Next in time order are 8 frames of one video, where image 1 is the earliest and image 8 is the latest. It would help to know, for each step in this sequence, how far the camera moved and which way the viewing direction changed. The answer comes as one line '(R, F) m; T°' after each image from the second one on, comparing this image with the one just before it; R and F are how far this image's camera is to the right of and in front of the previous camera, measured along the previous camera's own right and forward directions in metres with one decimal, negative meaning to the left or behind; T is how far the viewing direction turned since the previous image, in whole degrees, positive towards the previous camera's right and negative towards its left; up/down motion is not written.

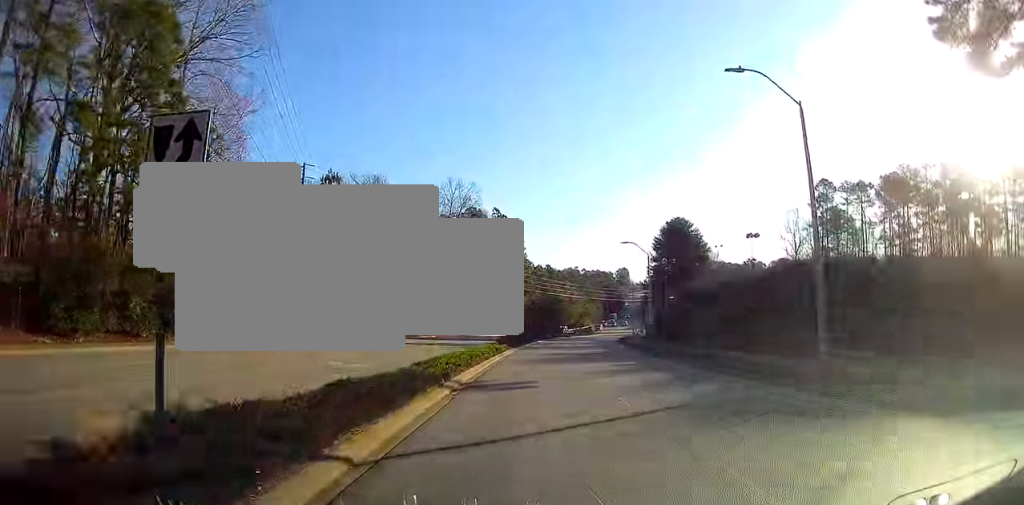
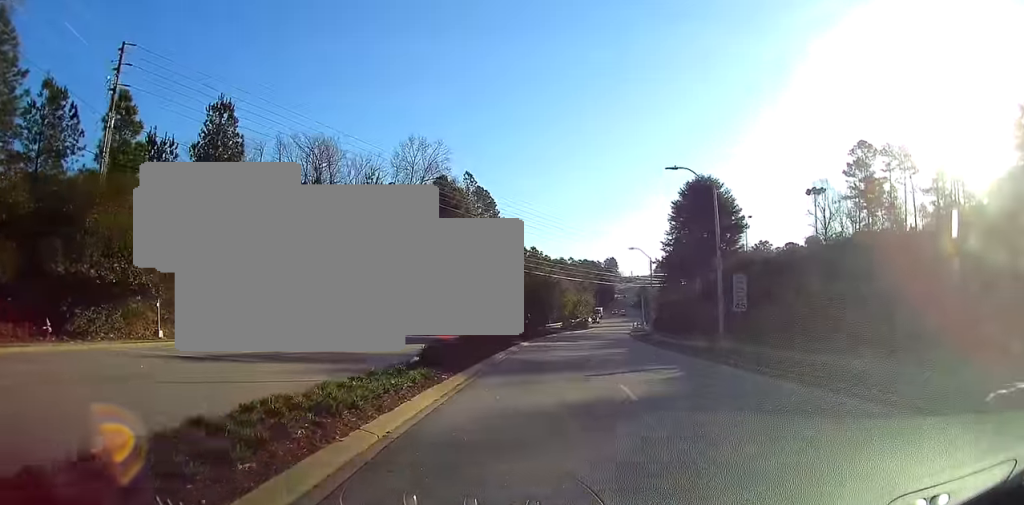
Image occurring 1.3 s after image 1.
(+0.4, +24.5) m; +2°
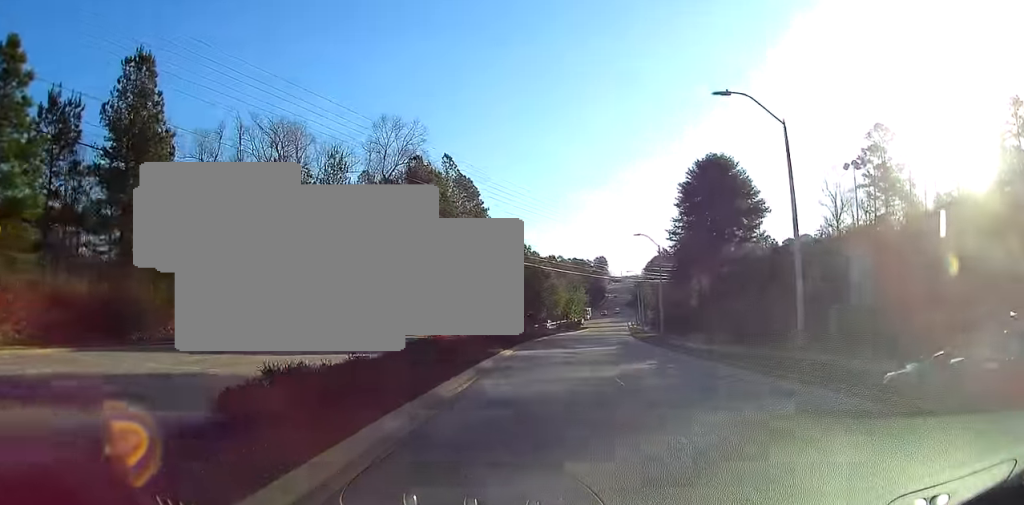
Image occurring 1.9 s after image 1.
(0.0, +10.7) m; 0°
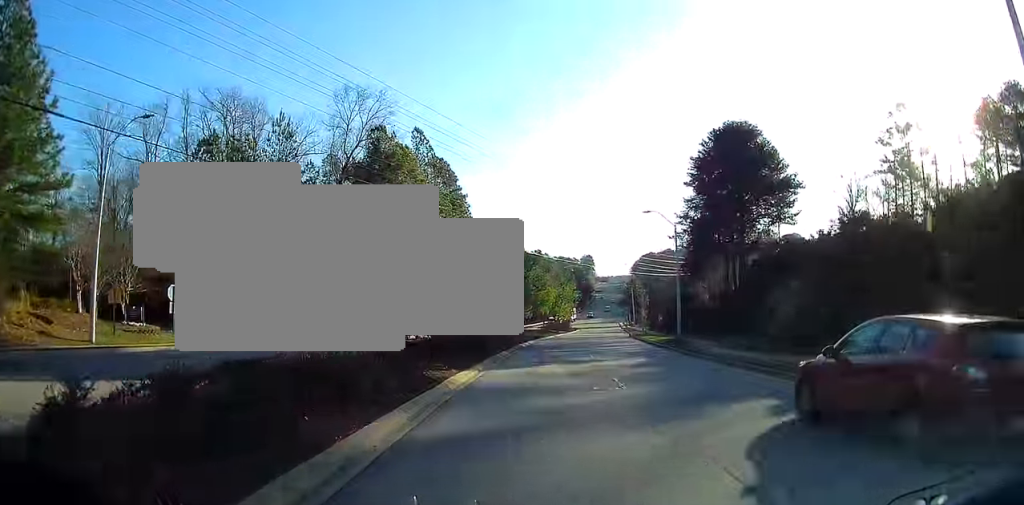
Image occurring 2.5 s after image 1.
(0.0, +12.0) m; +1°
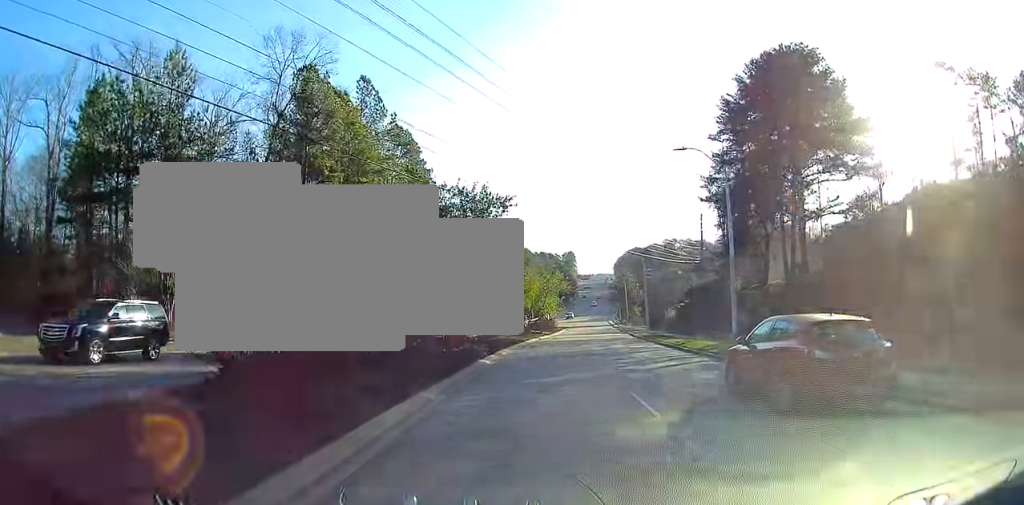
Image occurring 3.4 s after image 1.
(+0.1, +16.1) m; +2°
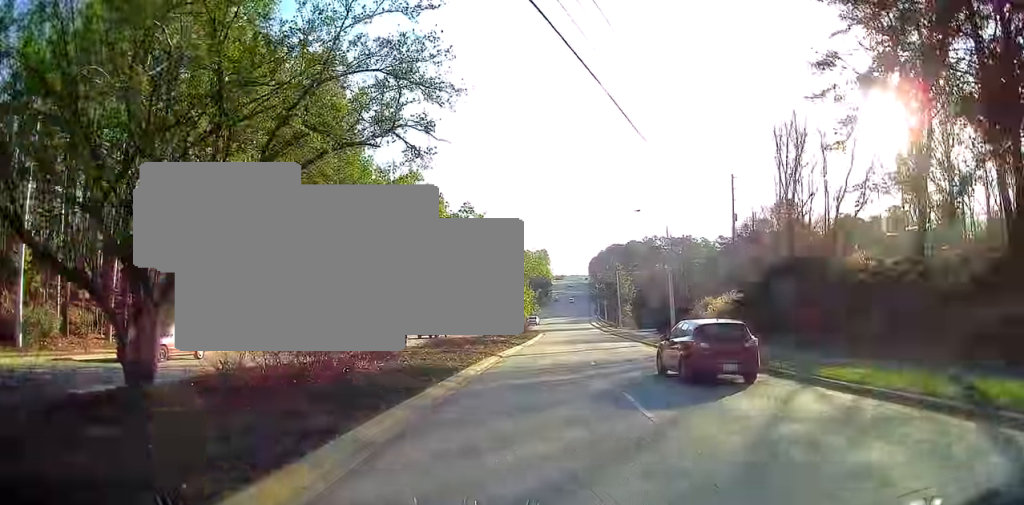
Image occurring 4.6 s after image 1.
(+0.7, +23.9) m; +3°
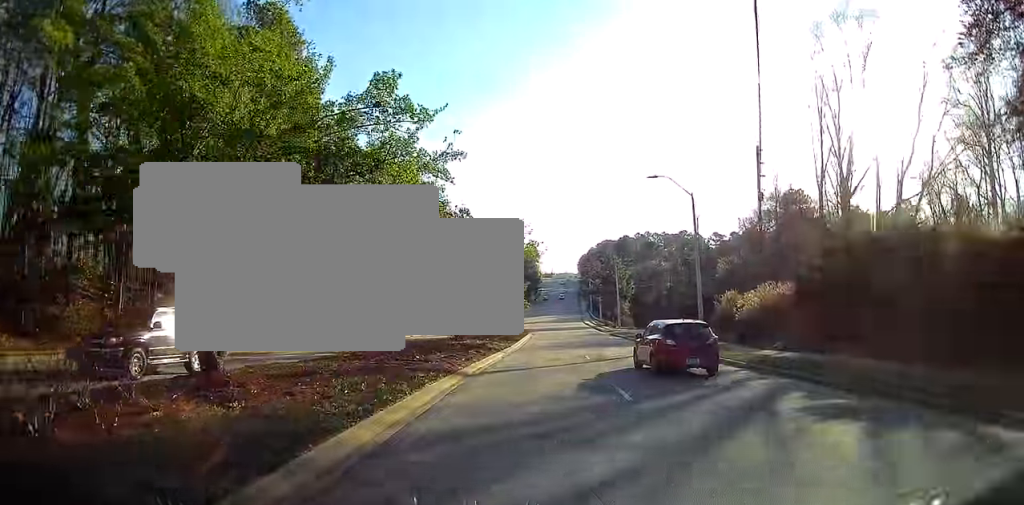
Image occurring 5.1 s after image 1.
(+0.1, +10.0) m; +1°
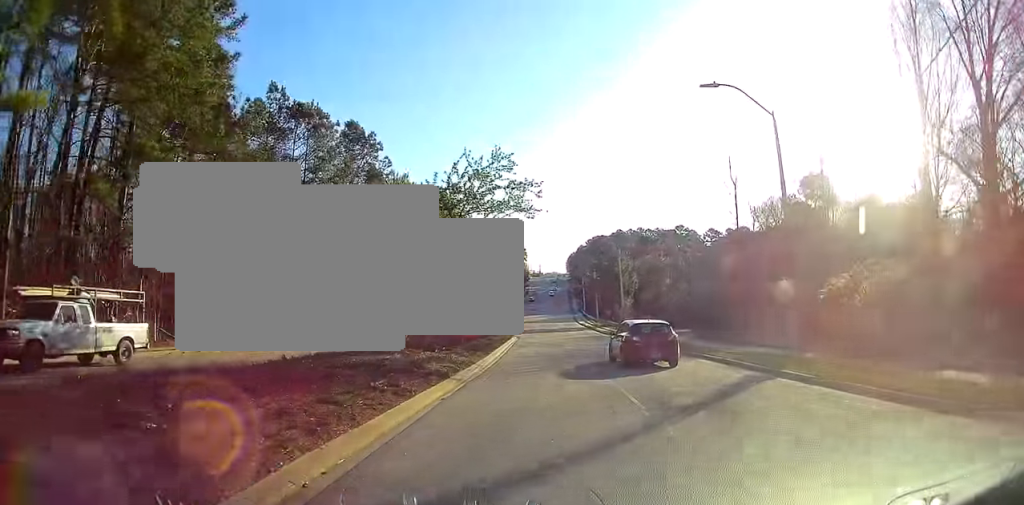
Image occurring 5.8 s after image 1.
(+0.1, +13.6) m; +1°
